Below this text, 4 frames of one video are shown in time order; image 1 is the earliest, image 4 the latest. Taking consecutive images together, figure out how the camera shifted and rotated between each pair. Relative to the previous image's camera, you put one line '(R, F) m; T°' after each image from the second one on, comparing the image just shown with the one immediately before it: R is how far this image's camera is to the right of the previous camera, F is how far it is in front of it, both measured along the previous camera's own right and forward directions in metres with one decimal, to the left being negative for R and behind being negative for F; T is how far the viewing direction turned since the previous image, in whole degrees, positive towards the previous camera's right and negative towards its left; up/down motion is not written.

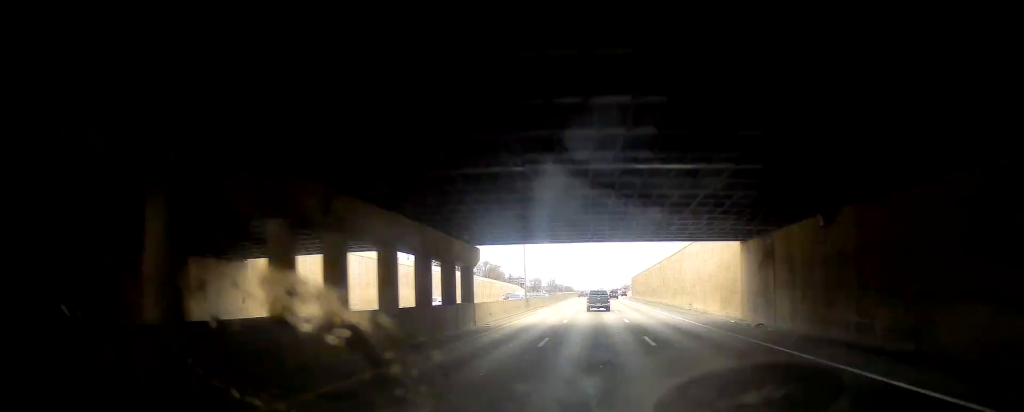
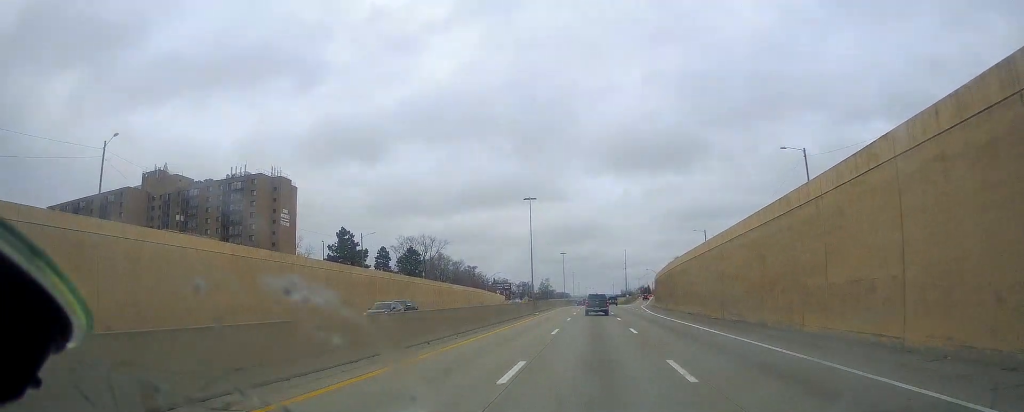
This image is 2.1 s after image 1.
(-0.4, +68.0) m; +1°
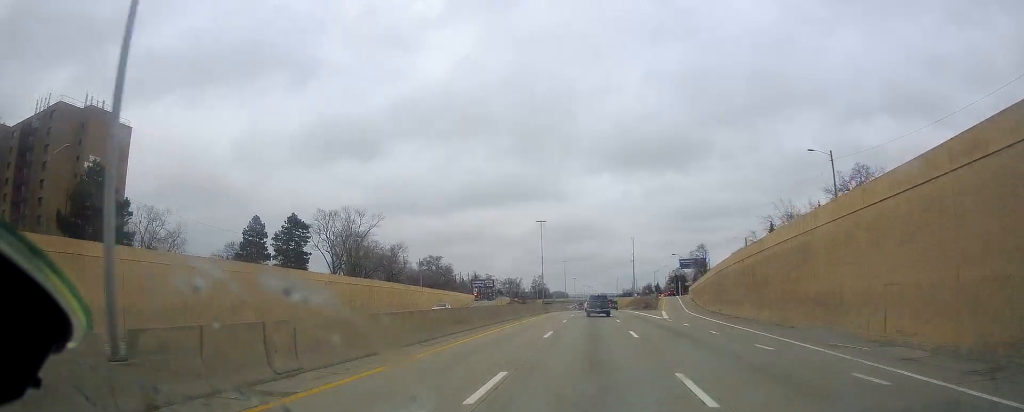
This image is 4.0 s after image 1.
(+0.6, +63.5) m; 0°
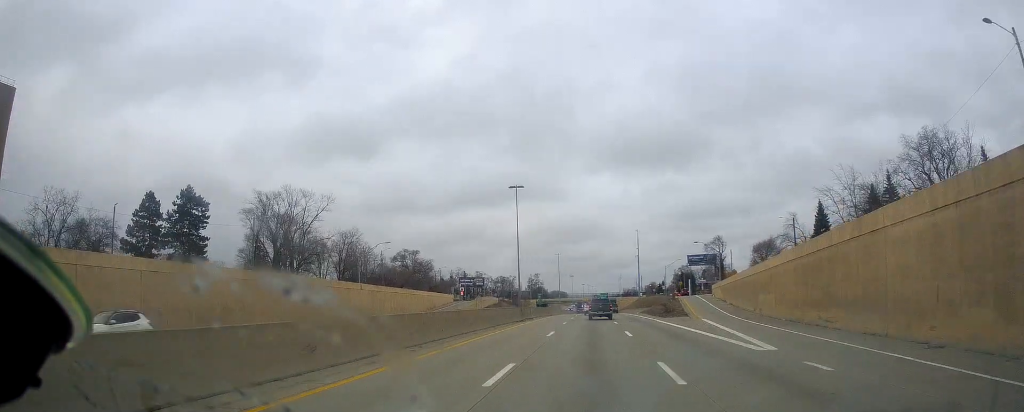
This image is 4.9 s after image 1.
(+0.4, +28.5) m; -1°
